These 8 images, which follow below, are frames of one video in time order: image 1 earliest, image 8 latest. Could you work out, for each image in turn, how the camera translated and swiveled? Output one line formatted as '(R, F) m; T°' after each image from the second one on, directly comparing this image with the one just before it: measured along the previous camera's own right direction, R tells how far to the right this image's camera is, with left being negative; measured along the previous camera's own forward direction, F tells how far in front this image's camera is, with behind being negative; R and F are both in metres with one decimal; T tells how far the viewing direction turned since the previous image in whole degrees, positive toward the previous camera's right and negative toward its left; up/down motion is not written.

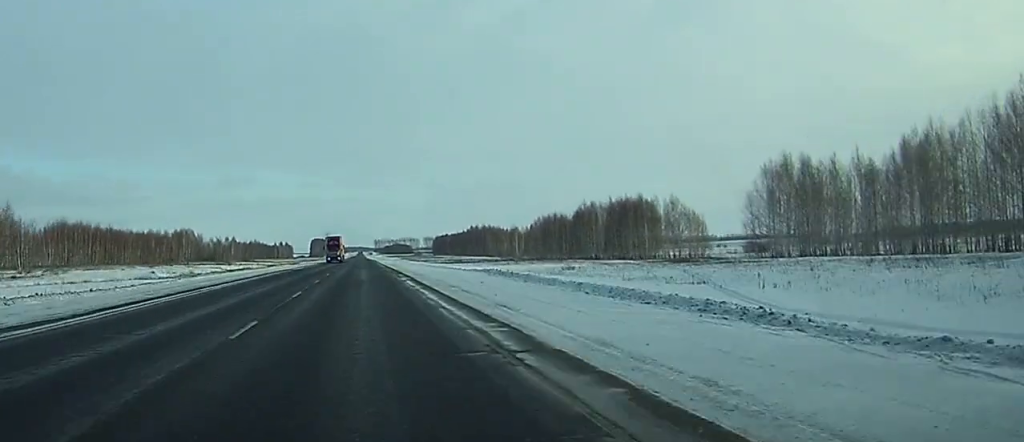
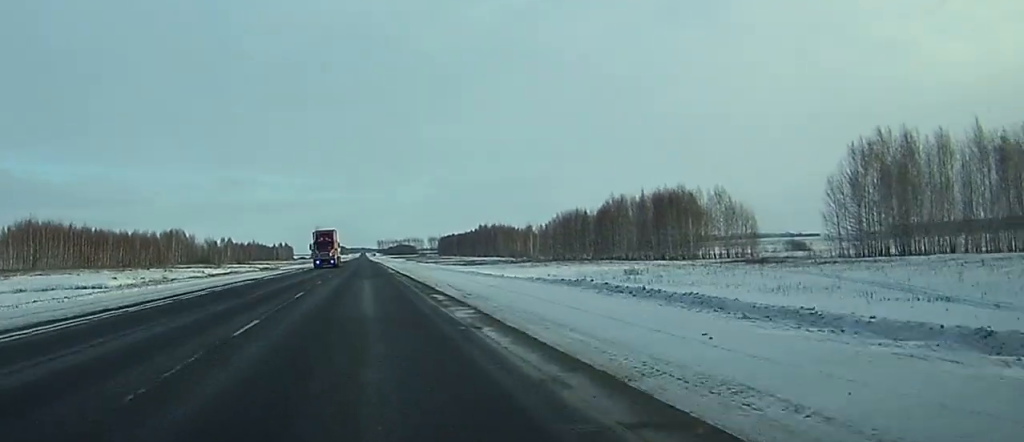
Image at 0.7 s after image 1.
(0.0, +23.5) m; 0°
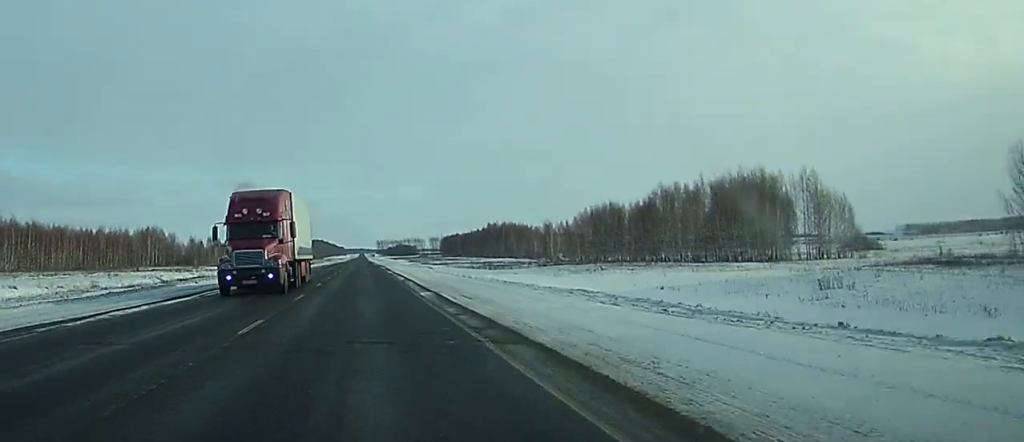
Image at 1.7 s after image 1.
(+0.1, +34.9) m; 0°
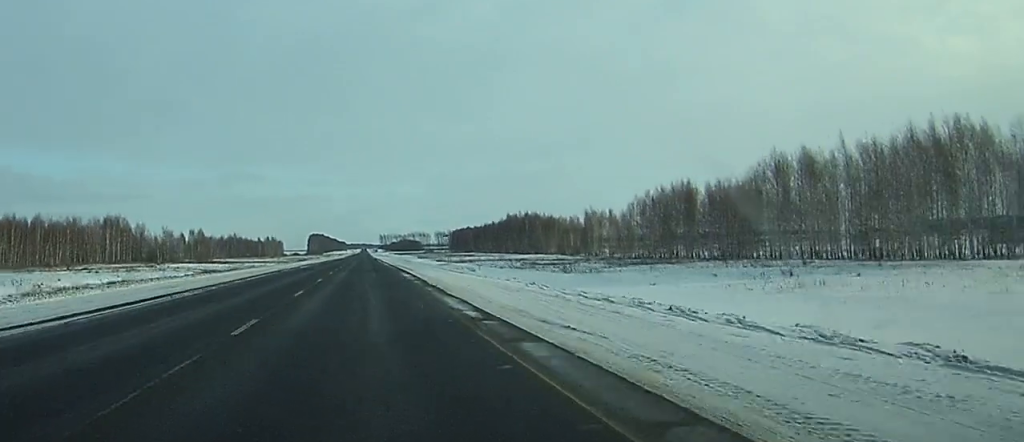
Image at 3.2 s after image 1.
(0.0, +48.4) m; 0°
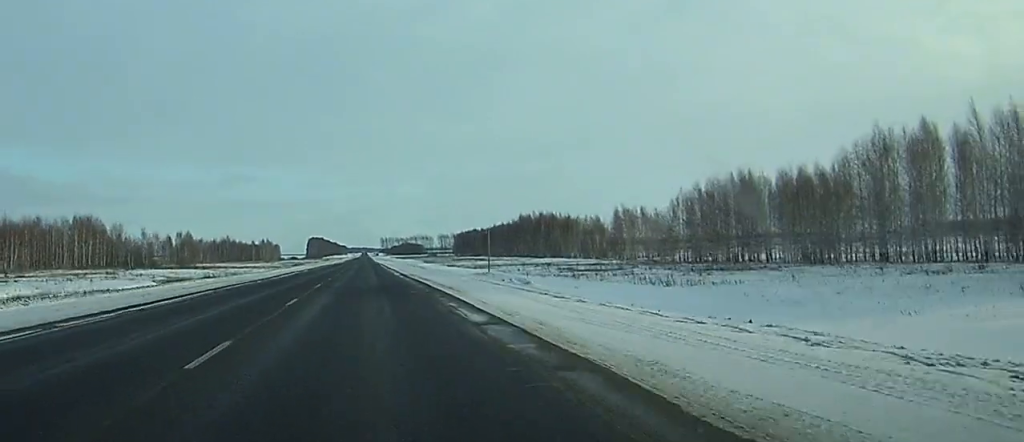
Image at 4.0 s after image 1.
(0.0, +27.1) m; 0°
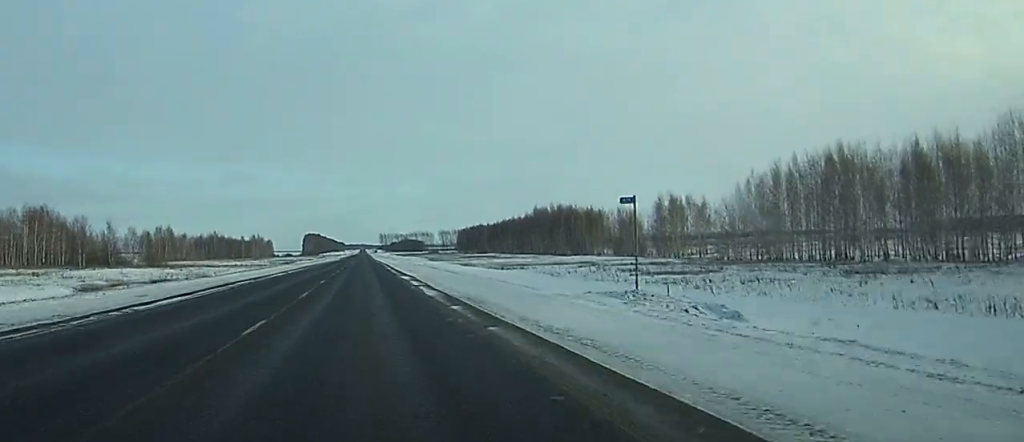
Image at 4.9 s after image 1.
(0.0, +31.5) m; 0°
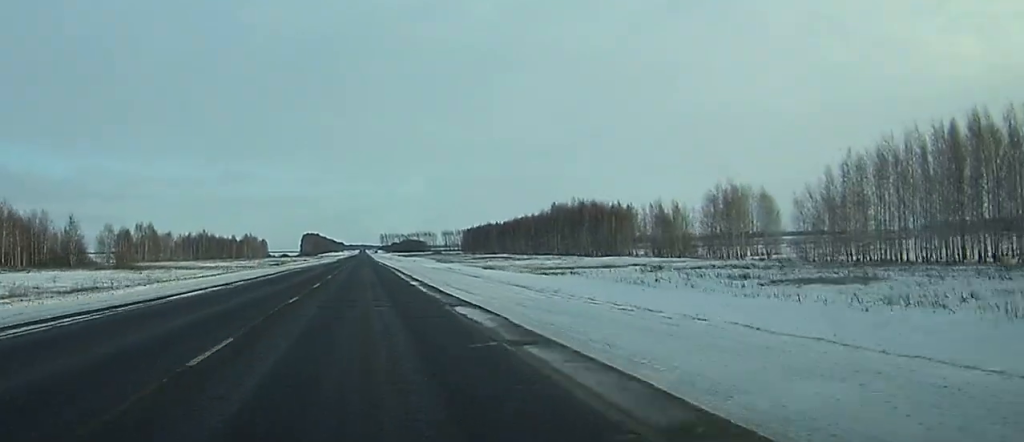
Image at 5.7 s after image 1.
(0.0, +28.2) m; 0°
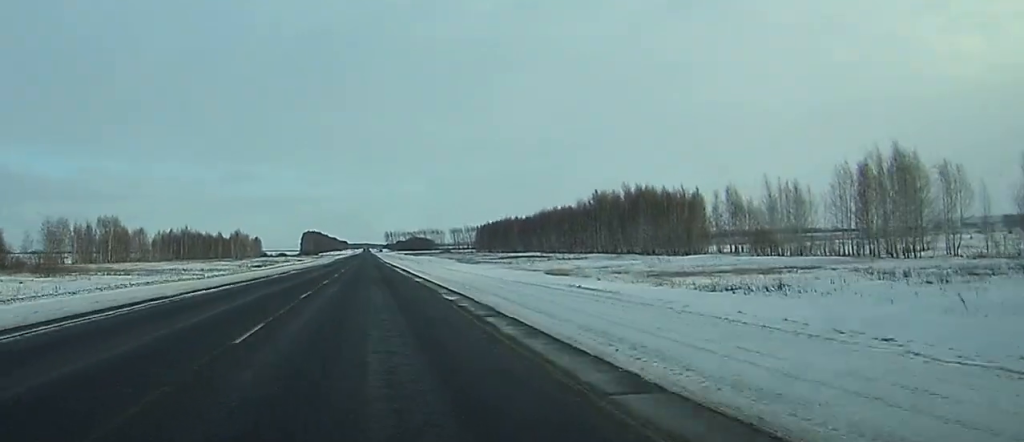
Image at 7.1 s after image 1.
(-0.2, +45.1) m; 0°
